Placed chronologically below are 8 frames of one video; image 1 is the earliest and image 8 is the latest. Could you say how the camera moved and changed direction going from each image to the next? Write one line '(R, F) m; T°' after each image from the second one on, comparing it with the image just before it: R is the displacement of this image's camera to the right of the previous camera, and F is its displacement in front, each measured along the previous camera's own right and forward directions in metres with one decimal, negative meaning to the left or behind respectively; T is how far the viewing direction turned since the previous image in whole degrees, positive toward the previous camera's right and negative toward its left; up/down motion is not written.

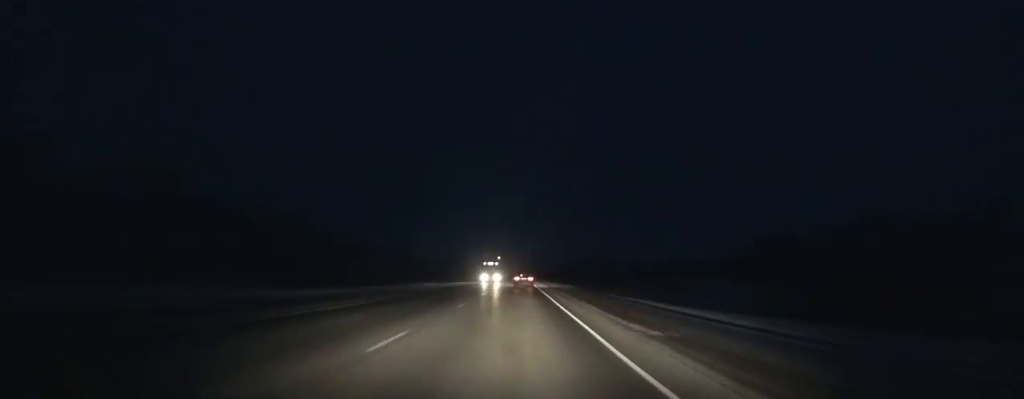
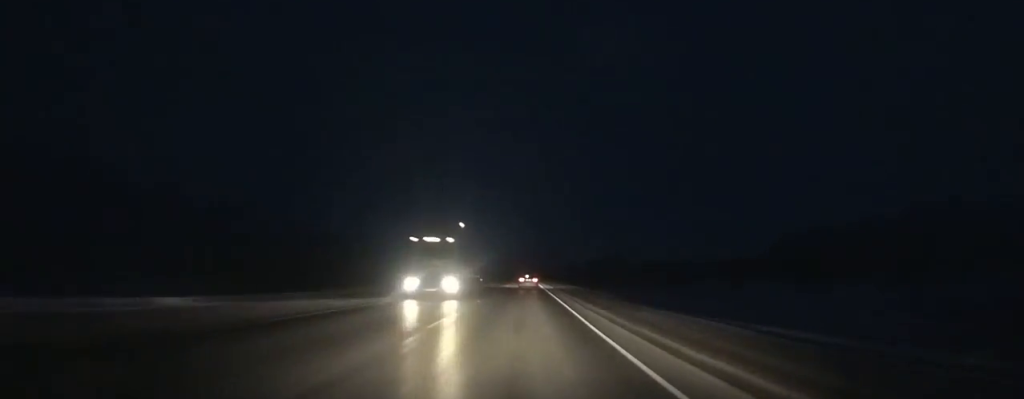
(0.0, +31.7) m; 0°
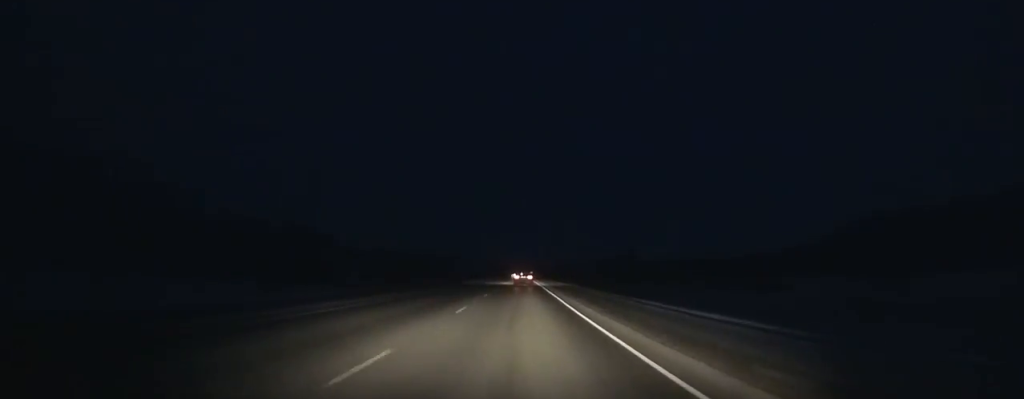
(+0.2, +66.3) m; 0°
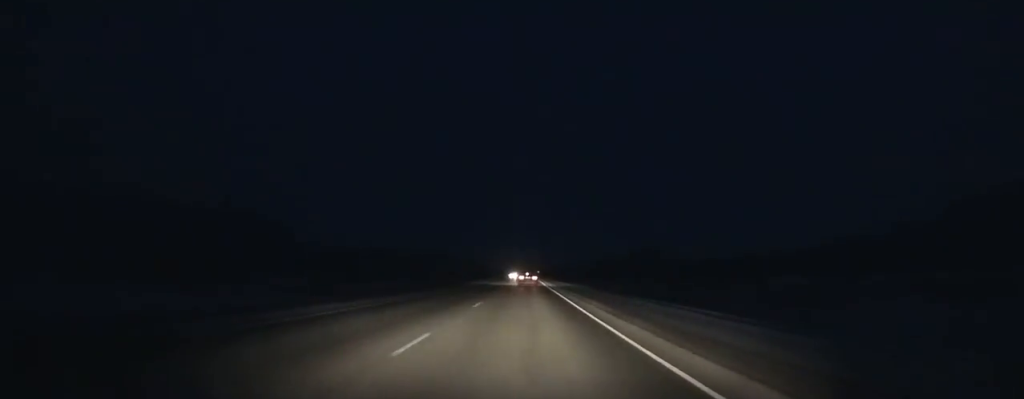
(0.0, +57.9) m; 0°
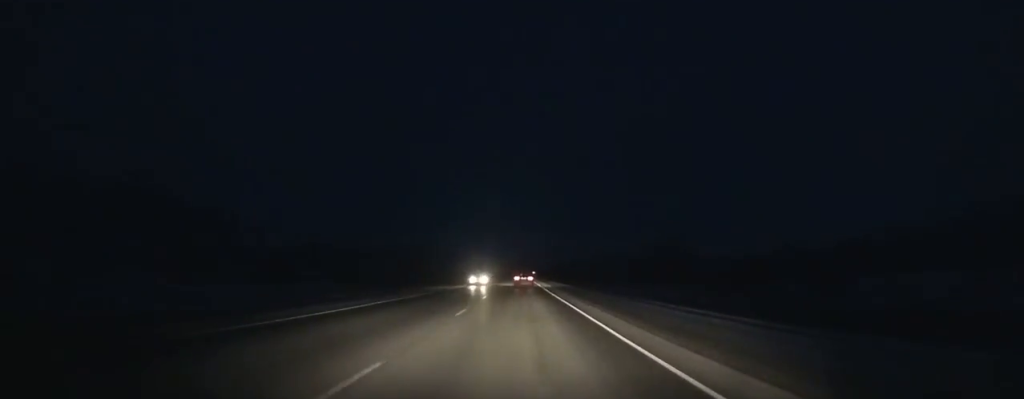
(-0.1, +51.4) m; 0°
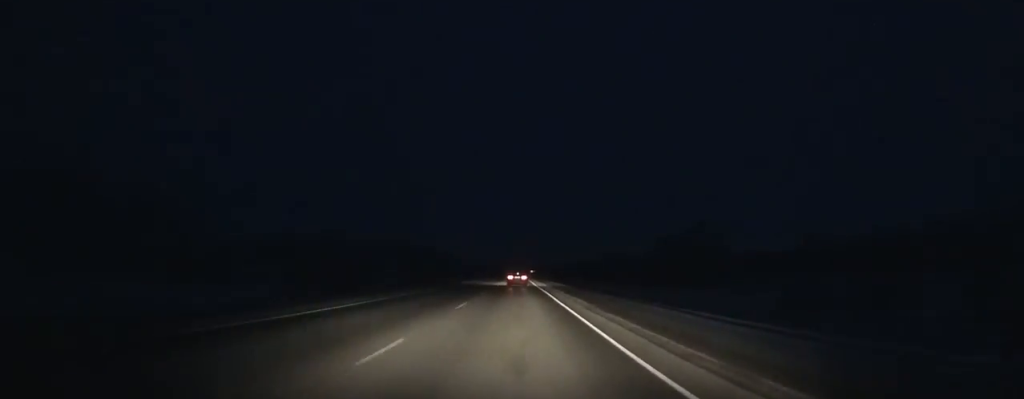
(0.0, +32.9) m; 0°
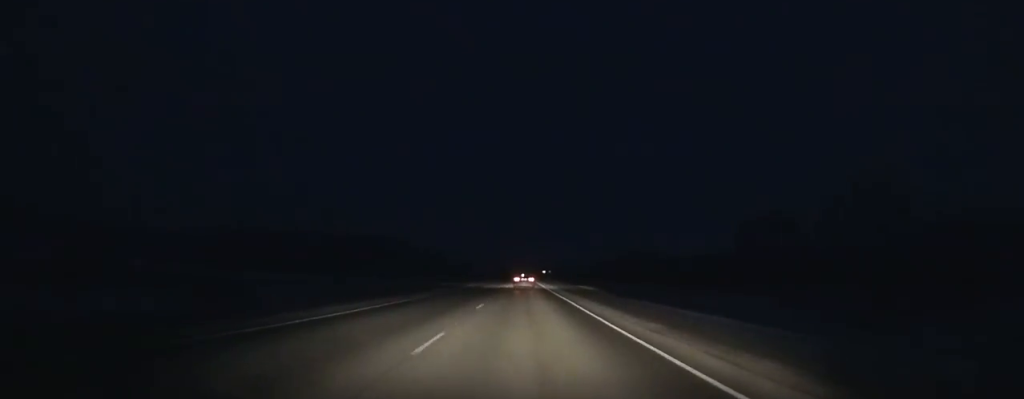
(+0.1, +94.1) m; 0°
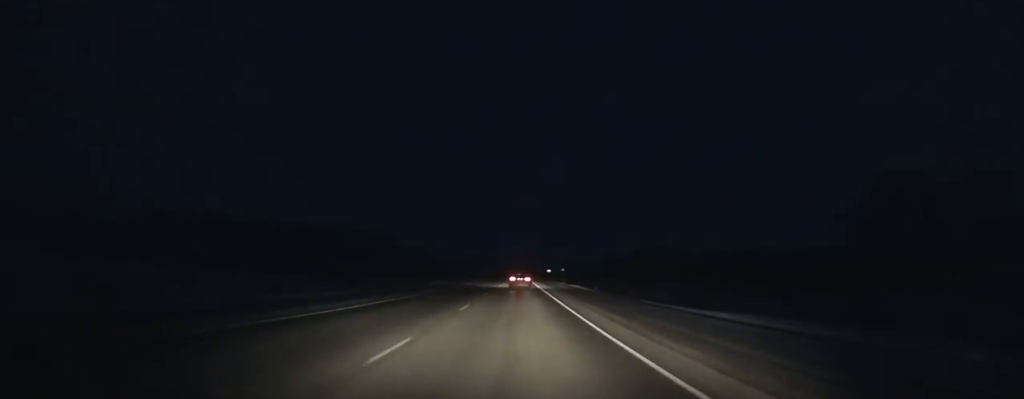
(+0.1, +61.2) m; 0°
